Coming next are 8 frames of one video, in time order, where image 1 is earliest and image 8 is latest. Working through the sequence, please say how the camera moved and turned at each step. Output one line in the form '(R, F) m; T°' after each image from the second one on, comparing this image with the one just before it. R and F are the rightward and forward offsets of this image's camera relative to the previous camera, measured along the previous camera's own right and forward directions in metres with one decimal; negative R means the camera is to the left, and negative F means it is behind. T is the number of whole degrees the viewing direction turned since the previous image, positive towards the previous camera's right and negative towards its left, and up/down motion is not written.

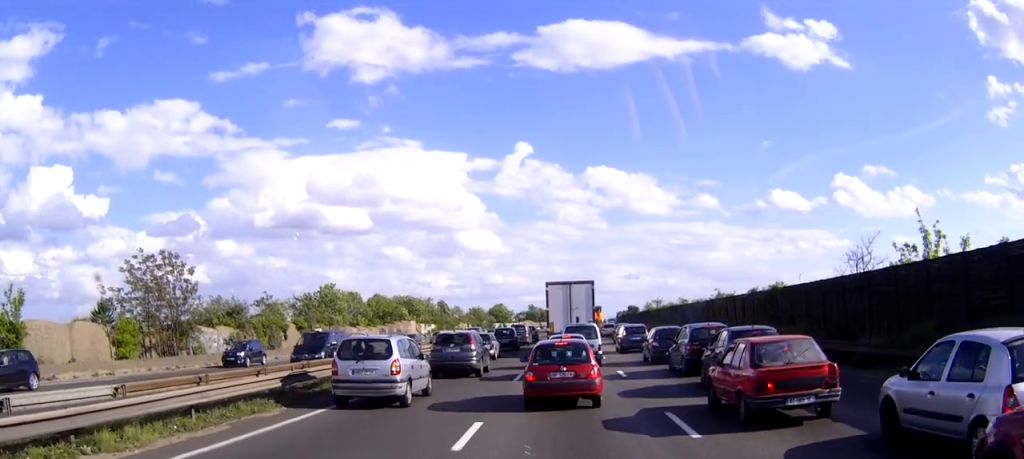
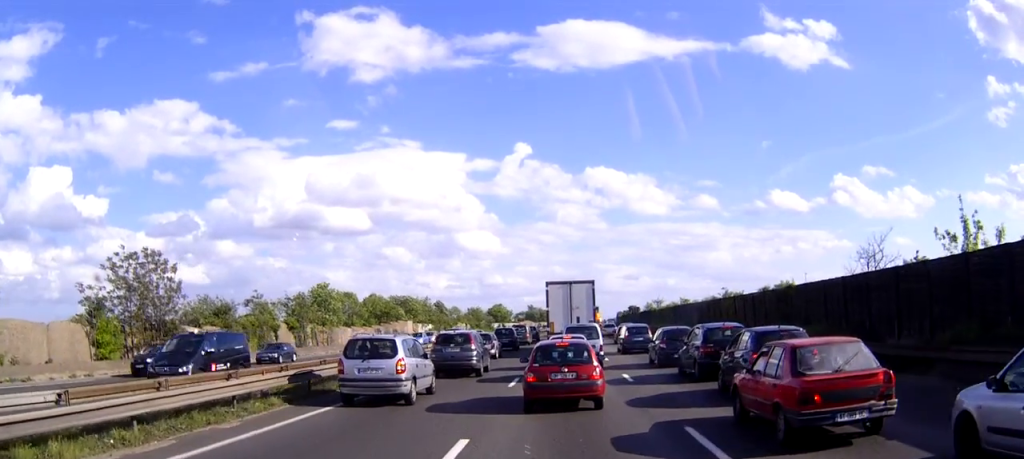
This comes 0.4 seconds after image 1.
(0.0, +2.1) m; 0°
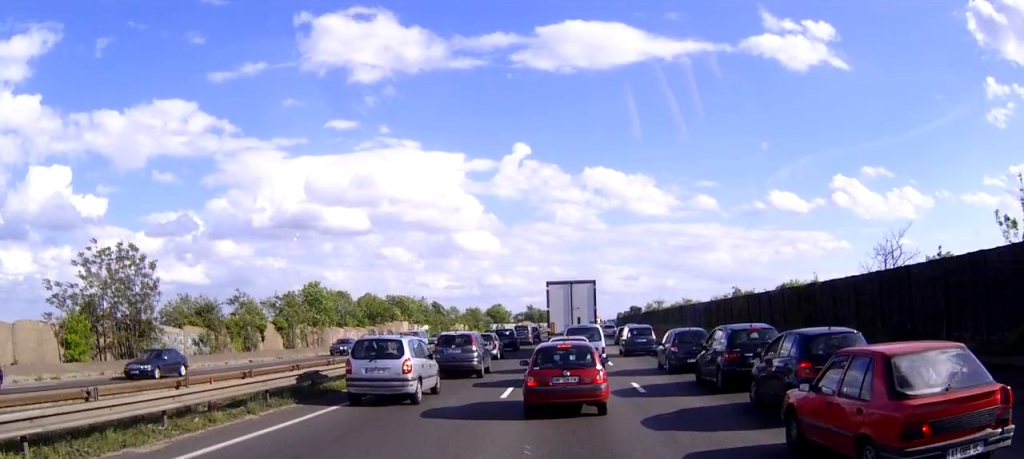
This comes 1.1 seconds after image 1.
(0.0, +2.9) m; 0°
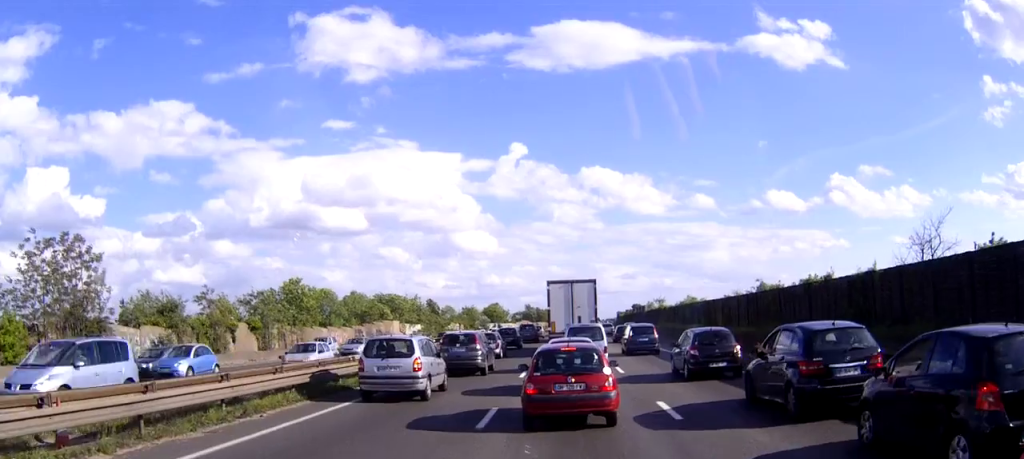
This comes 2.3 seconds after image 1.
(0.0, +5.6) m; +1°
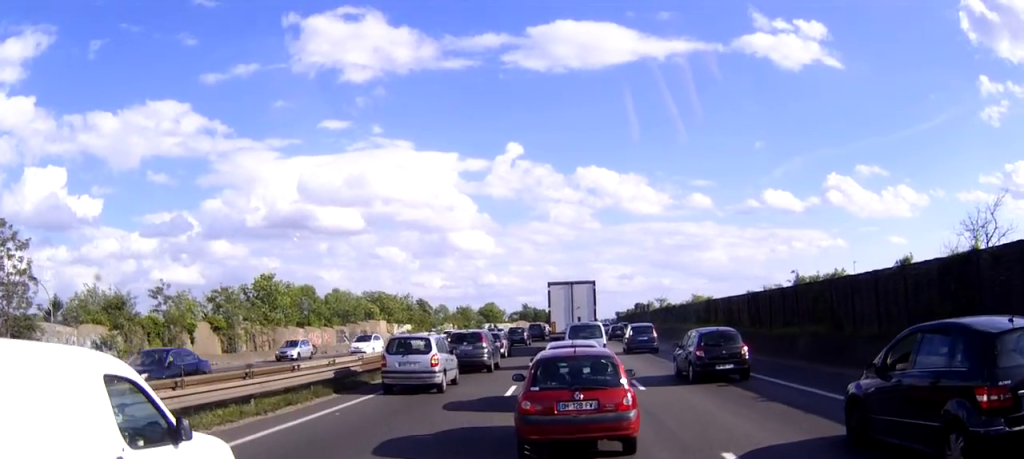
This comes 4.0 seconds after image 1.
(0.0, +6.7) m; 0°
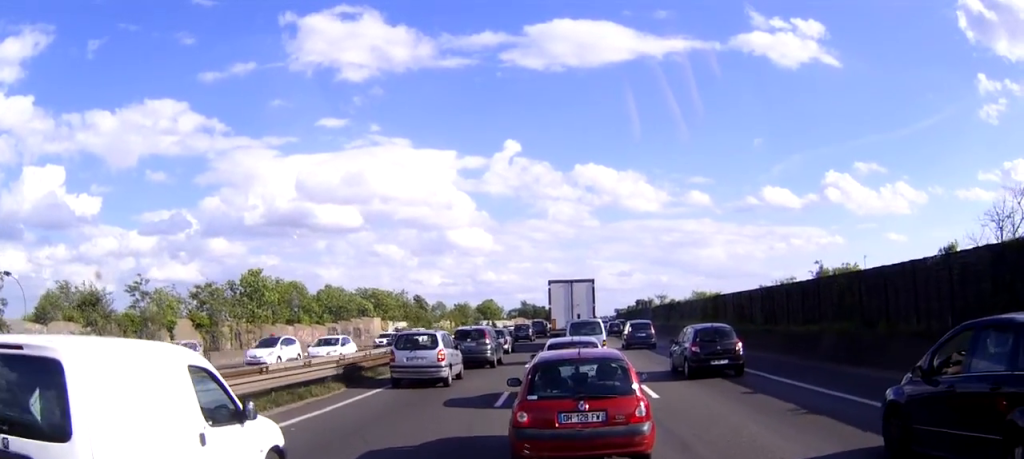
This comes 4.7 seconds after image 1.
(0.0, +2.8) m; 0°
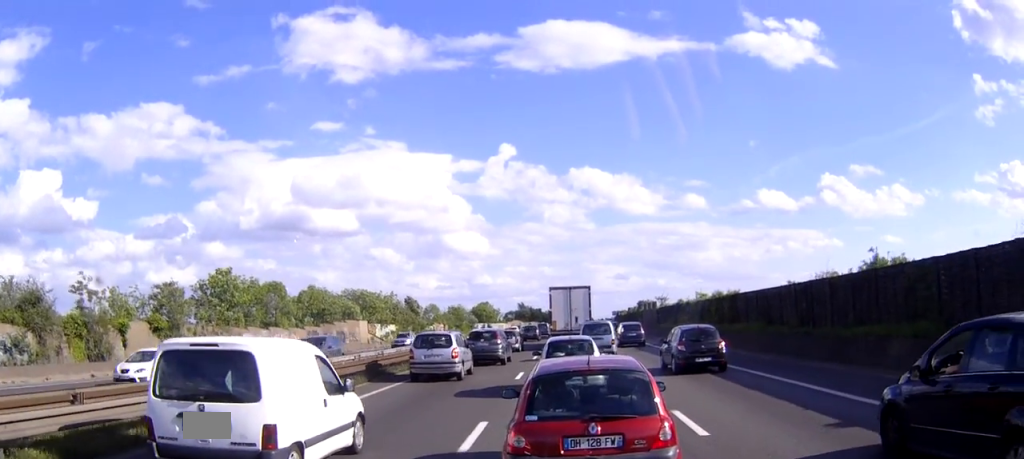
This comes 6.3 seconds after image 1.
(+0.2, +5.7) m; +3°
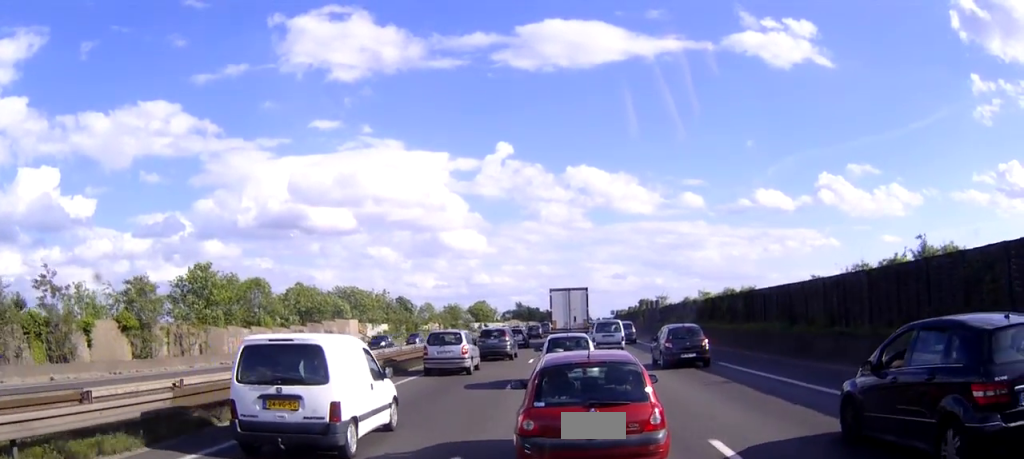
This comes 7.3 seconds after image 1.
(0.0, +3.8) m; -1°
